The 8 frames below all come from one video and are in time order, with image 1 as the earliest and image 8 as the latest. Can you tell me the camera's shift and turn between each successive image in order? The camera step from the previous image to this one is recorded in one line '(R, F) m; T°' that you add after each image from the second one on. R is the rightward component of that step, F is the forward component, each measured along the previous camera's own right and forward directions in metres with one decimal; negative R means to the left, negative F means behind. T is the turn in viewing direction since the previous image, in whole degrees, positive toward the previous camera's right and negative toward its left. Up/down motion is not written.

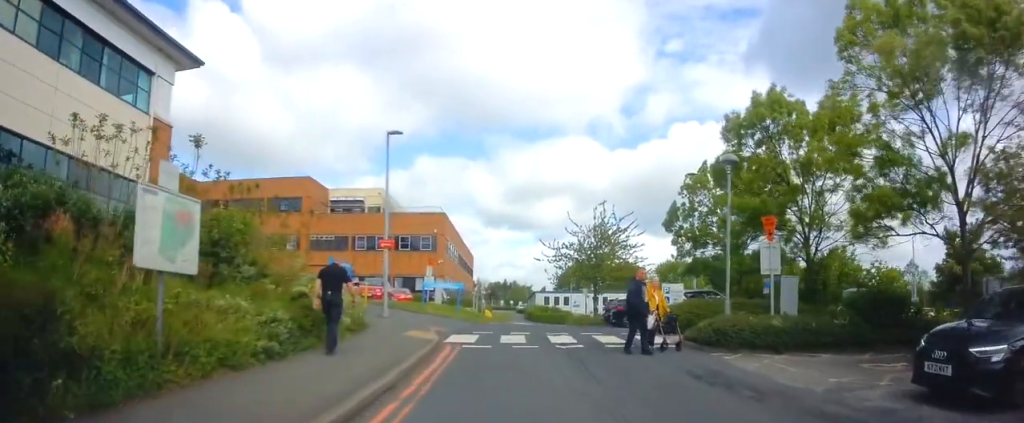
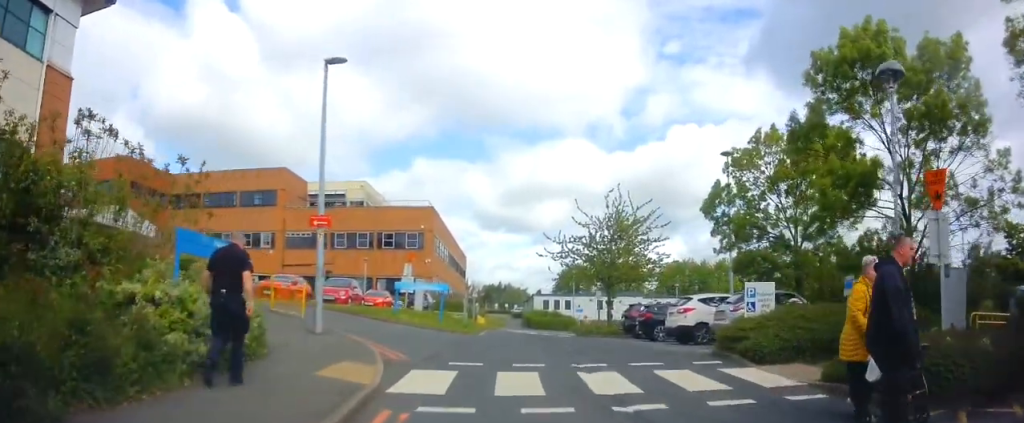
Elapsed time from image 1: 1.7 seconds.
(+0.3, +6.4) m; +2°
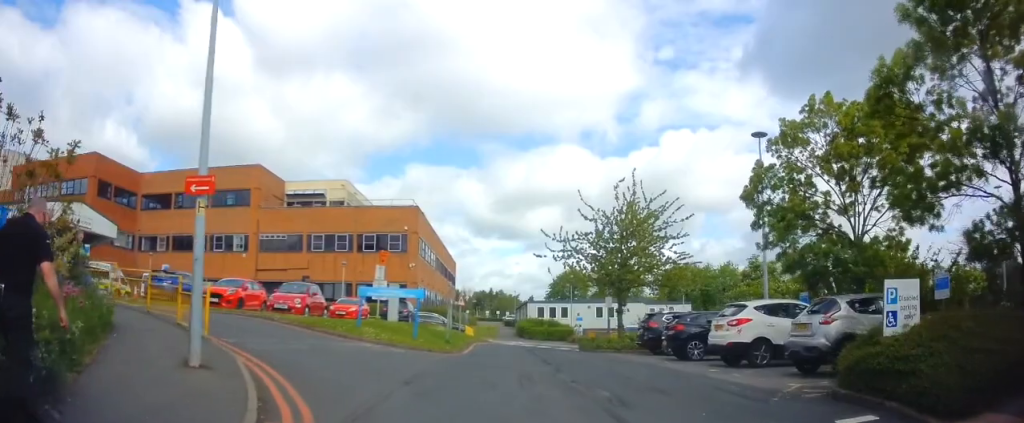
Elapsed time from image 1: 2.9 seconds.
(-0.1, +4.8) m; +2°
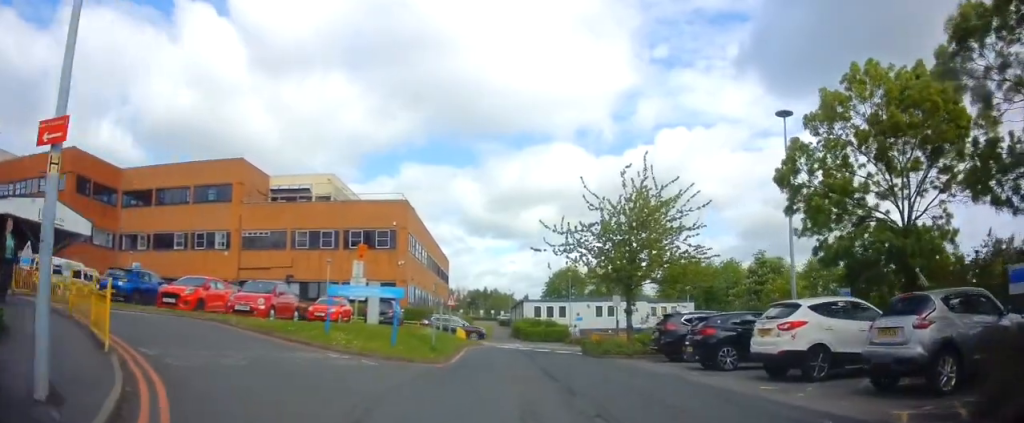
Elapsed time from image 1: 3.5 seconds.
(+0.1, +2.8) m; +2°
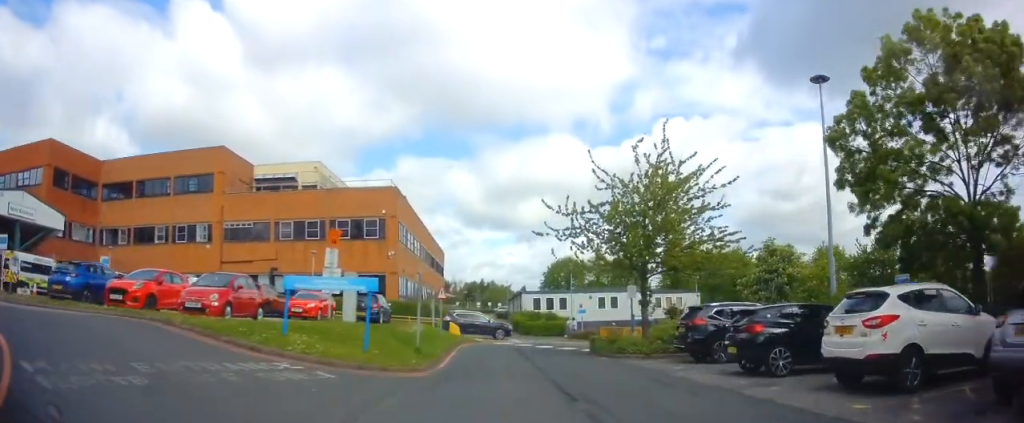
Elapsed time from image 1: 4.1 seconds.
(0.0, +3.0) m; -1°
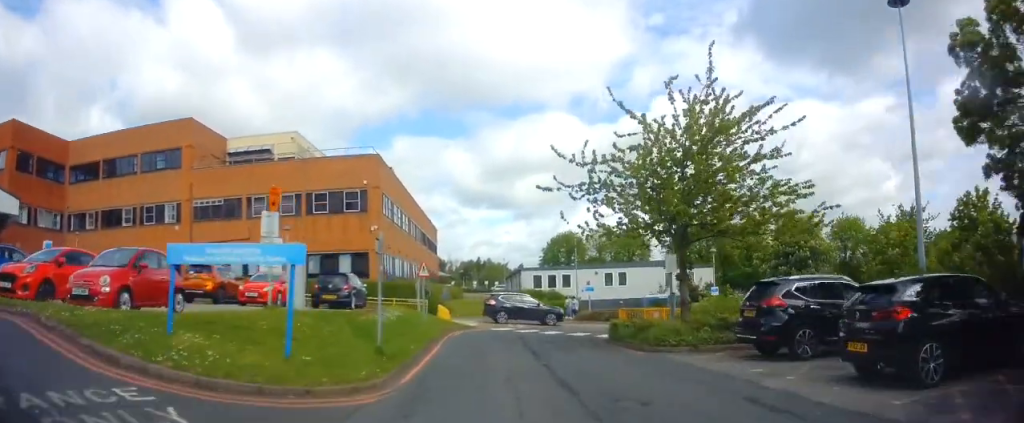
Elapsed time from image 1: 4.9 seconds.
(-0.1, +4.5) m; -1°
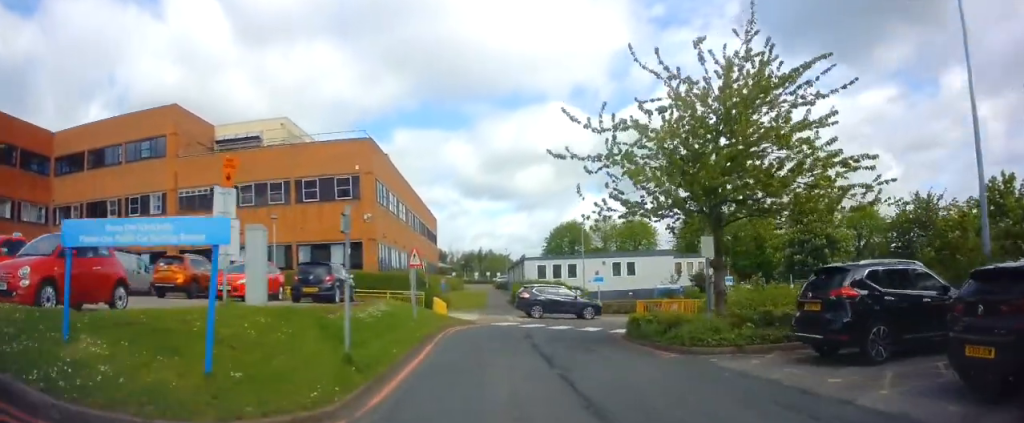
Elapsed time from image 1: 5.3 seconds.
(-0.1, +2.3) m; 0°
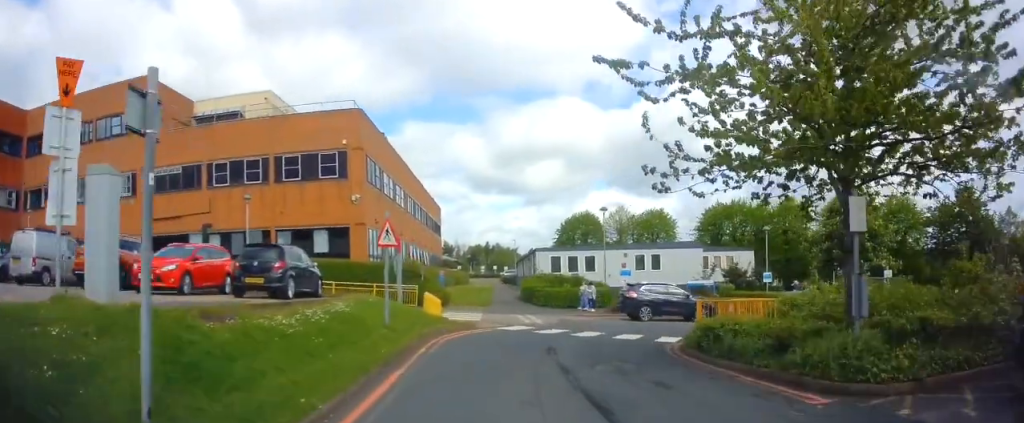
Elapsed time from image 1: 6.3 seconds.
(+0.2, +5.1) m; 0°
